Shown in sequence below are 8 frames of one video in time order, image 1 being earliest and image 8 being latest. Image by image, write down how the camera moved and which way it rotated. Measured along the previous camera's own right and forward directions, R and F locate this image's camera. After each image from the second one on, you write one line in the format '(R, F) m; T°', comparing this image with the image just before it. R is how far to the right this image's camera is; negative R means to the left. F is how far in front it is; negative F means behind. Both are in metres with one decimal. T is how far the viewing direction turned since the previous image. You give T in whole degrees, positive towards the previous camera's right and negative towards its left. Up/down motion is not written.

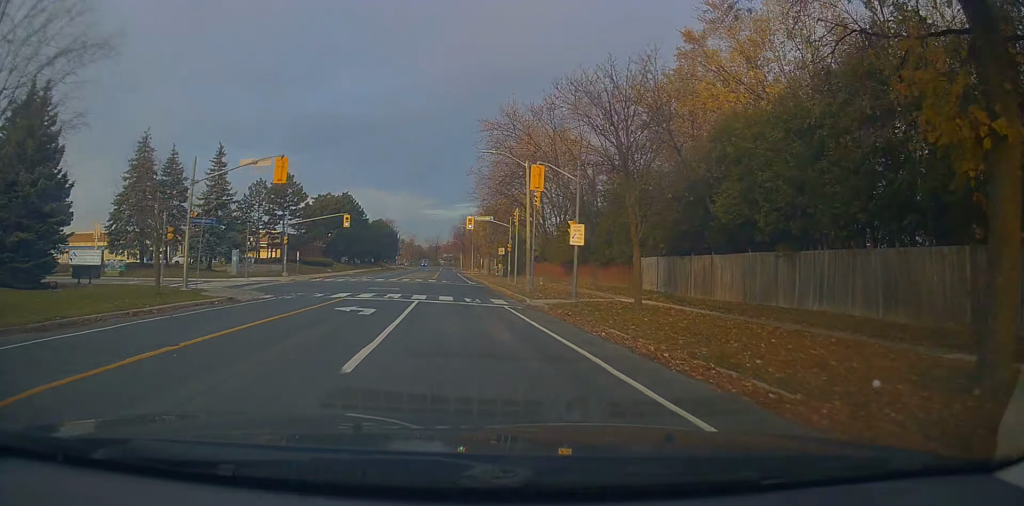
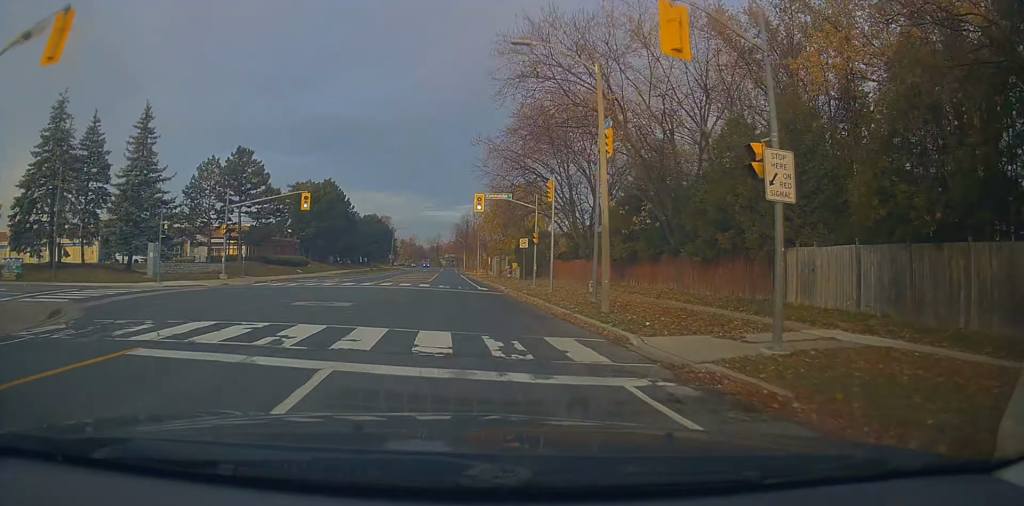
(+0.2, +16.1) m; +2°
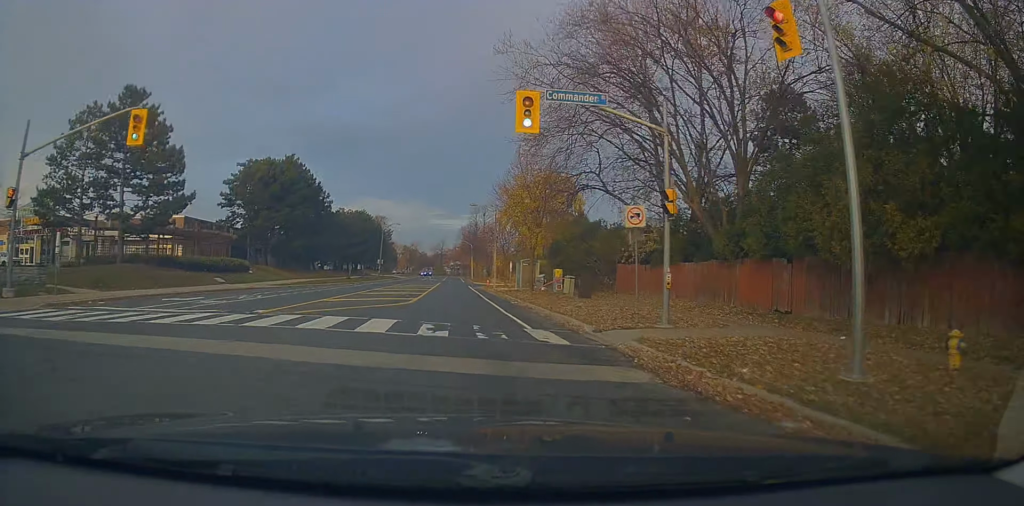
(+0.5, +23.4) m; 0°
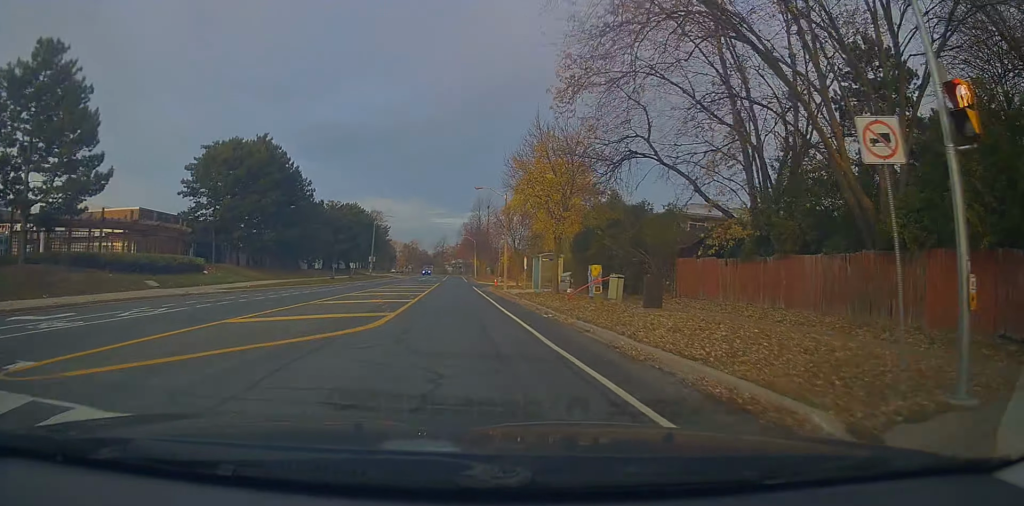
(0.0, +10.1) m; -1°
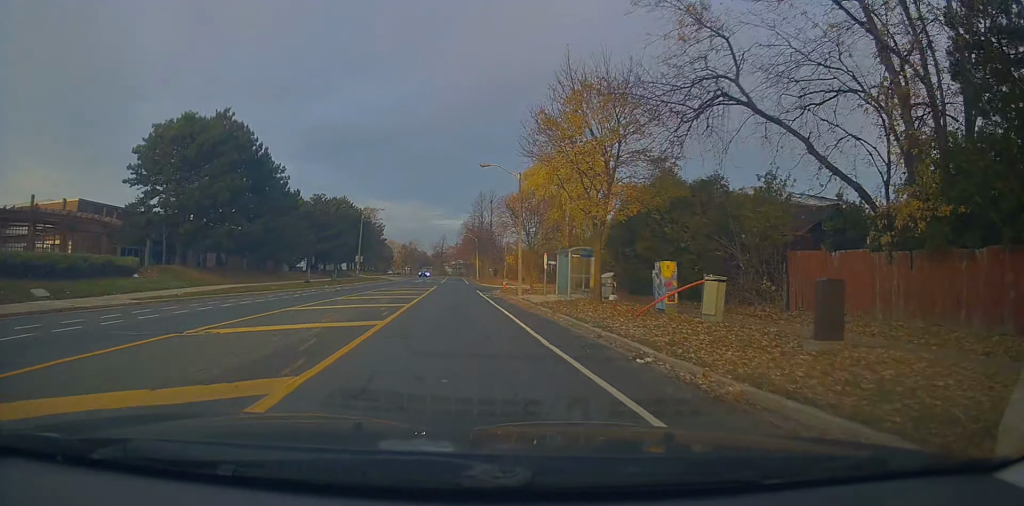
(-0.2, +10.1) m; -1°
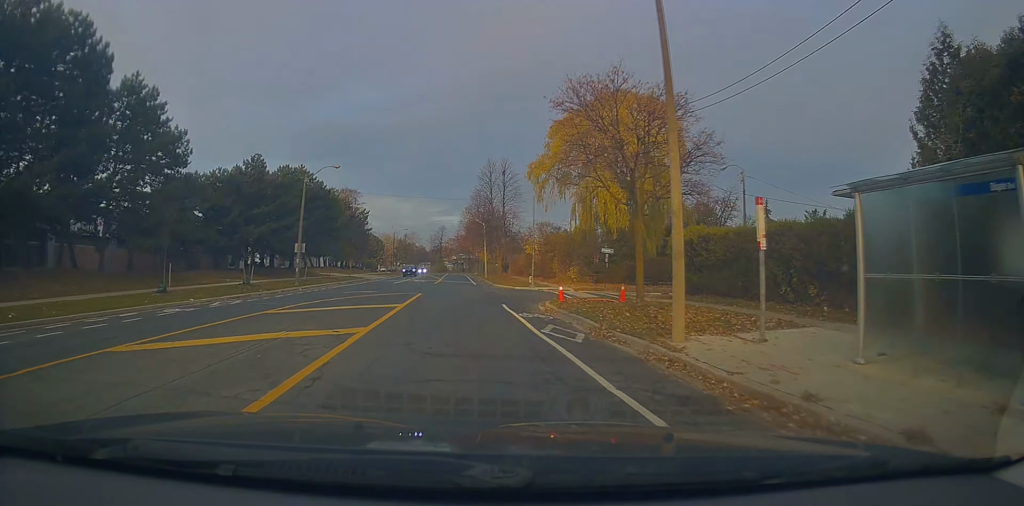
(-0.4, +25.4) m; -2°
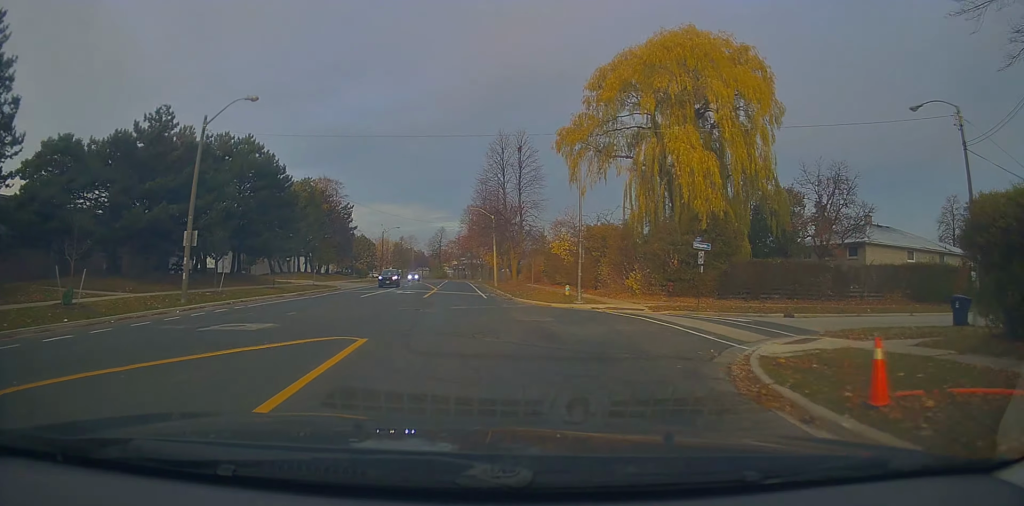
(-0.2, +17.0) m; +1°
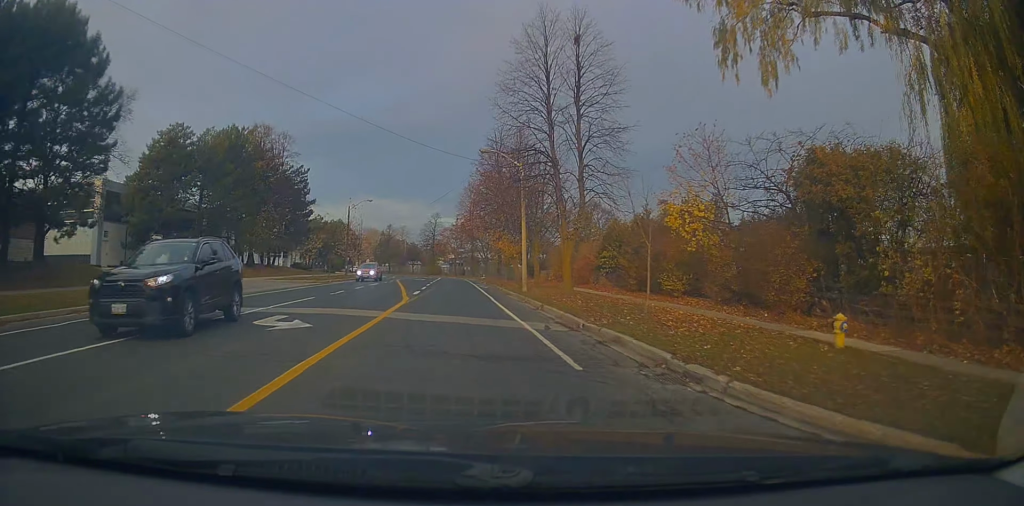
(+0.5, +27.0) m; +1°
